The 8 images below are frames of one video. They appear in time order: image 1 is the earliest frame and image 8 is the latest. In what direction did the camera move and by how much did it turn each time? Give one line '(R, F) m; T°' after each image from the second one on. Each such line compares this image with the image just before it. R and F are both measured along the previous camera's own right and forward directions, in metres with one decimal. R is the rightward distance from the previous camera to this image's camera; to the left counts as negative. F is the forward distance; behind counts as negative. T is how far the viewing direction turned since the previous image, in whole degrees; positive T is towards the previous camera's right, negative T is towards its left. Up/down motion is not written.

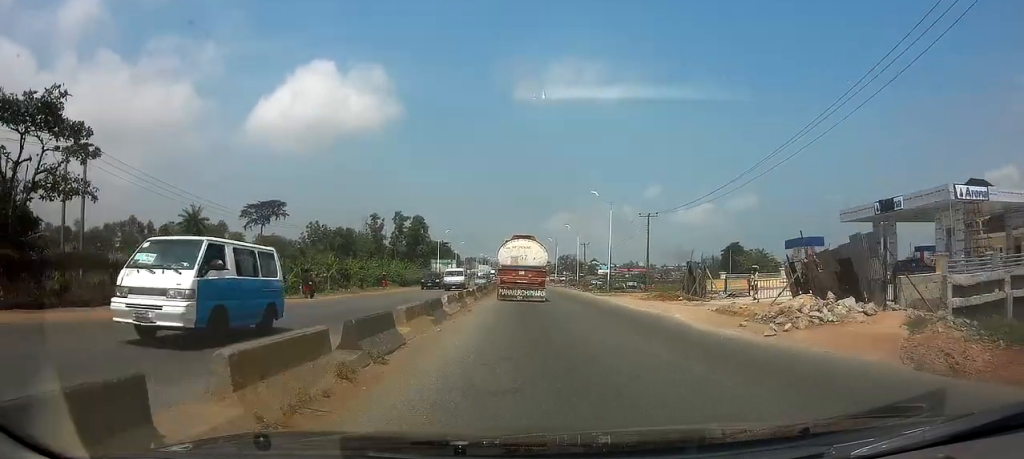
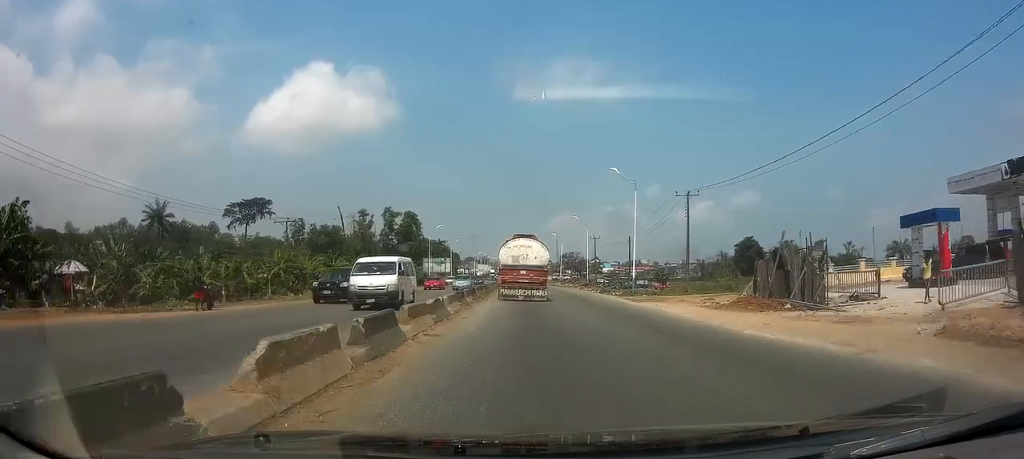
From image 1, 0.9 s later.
(-0.1, +13.6) m; 0°
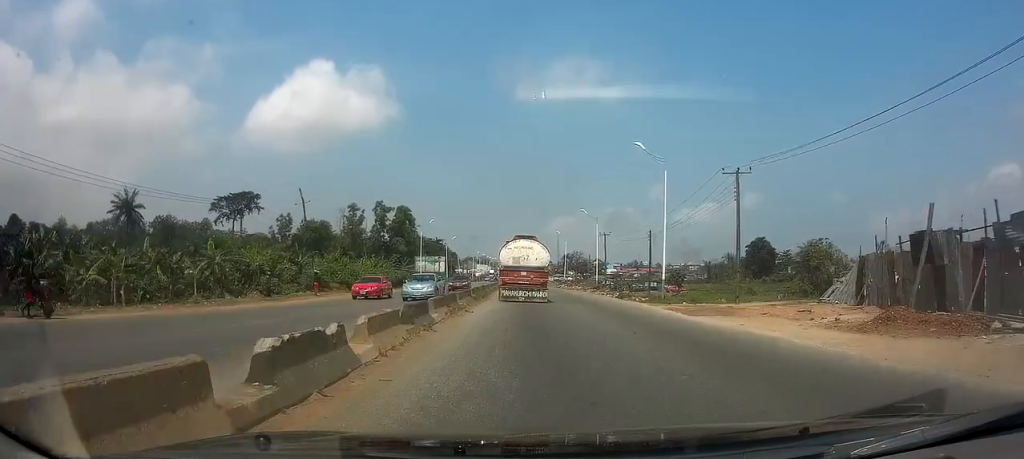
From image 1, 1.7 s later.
(0.0, +10.6) m; 0°
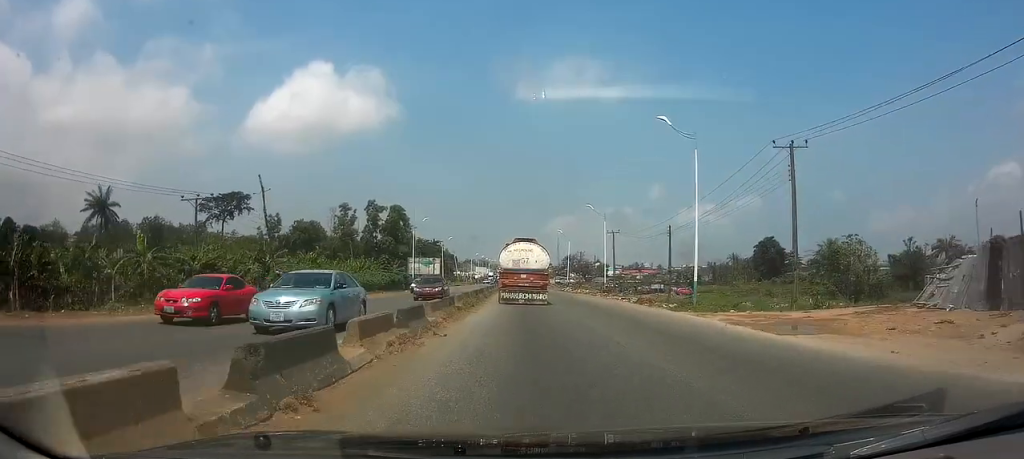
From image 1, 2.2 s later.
(0.0, +7.3) m; 0°
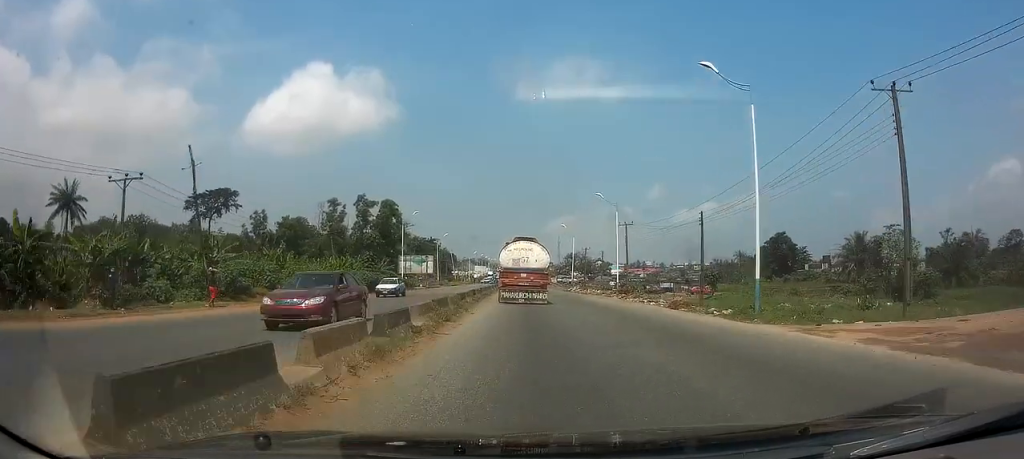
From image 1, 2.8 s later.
(0.0, +9.0) m; 0°
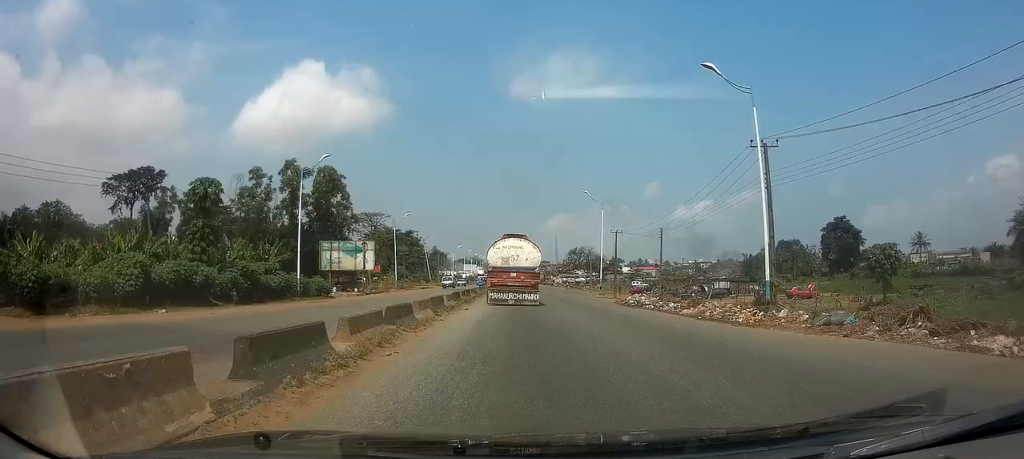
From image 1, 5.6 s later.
(0.0, +39.4) m; +1°
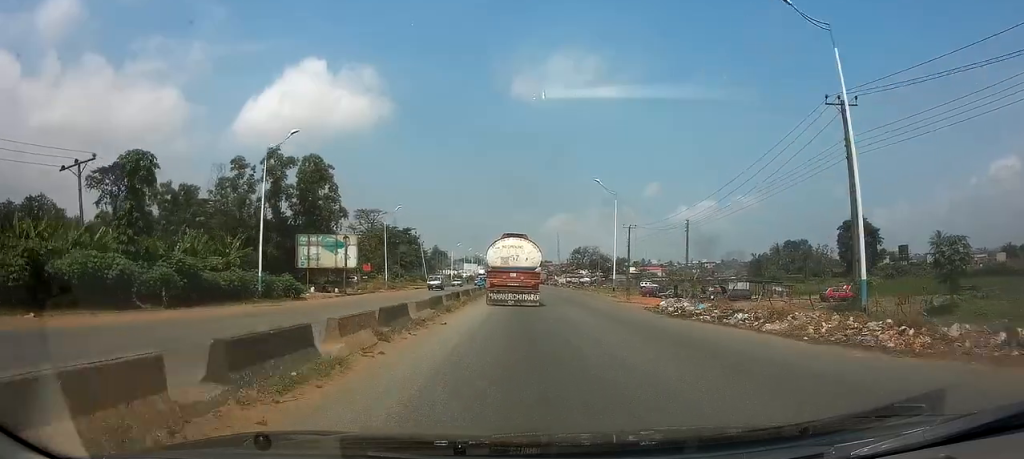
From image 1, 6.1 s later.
(0.0, +7.3) m; 0°
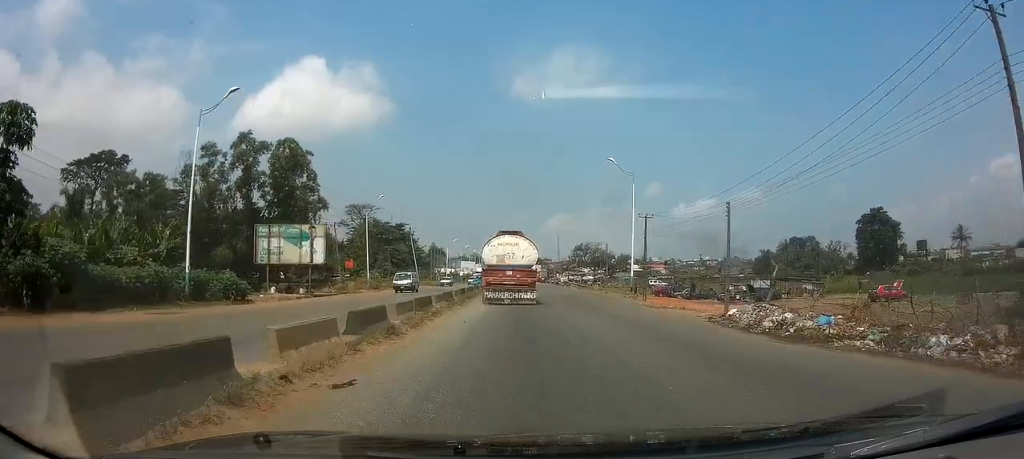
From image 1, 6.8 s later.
(0.0, +9.4) m; 0°
